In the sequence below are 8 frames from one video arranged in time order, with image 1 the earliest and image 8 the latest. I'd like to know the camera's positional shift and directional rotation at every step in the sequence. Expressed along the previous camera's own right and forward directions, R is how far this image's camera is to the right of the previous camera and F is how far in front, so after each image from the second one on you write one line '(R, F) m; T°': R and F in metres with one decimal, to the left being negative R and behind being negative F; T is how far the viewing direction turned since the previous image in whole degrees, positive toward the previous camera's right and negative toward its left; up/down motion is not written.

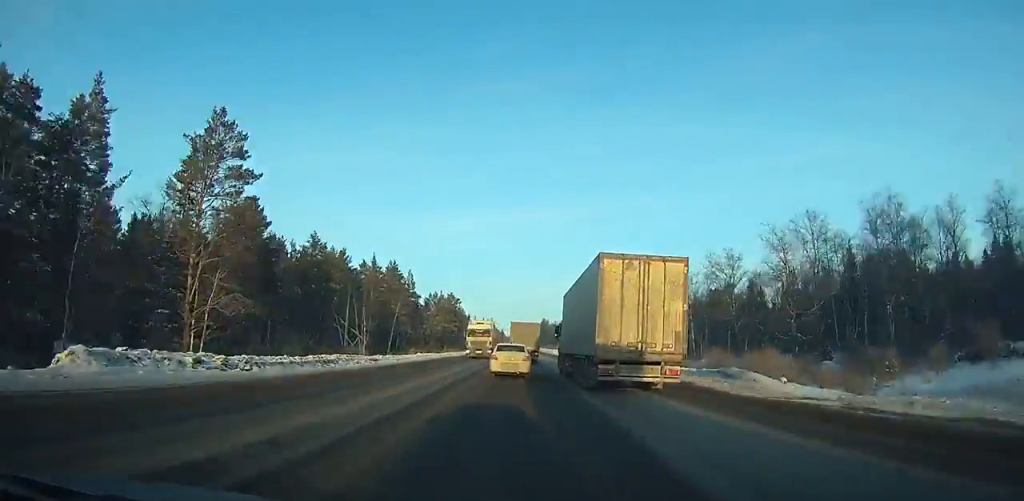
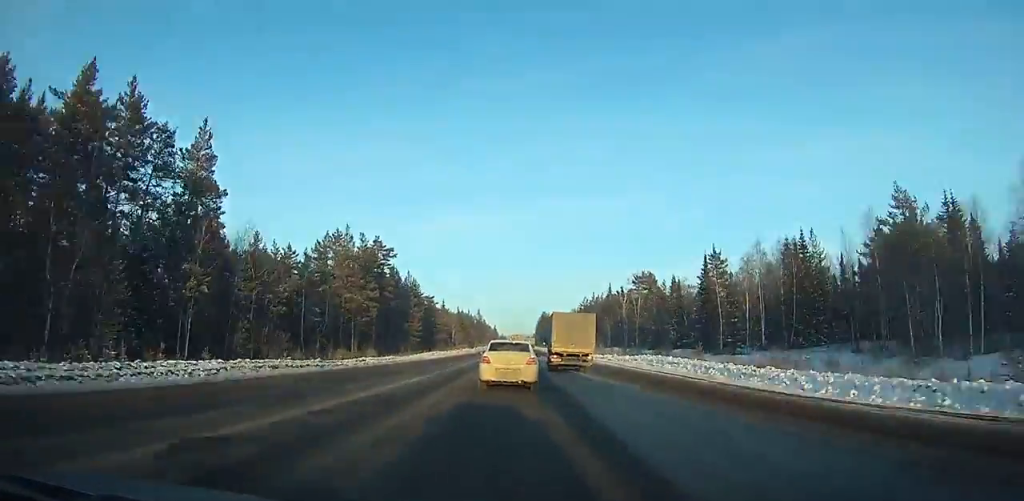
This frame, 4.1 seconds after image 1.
(+0.6, +104.5) m; 0°
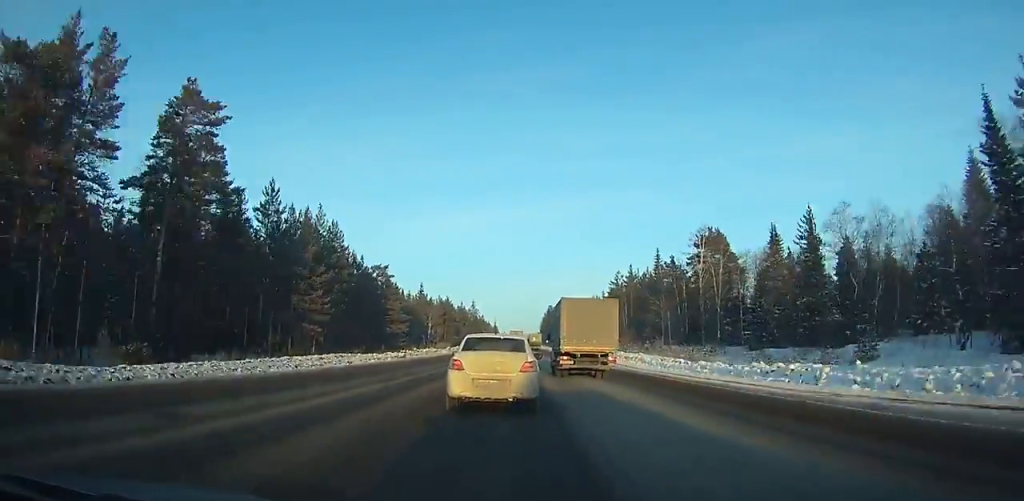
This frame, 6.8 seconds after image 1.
(-0.1, +60.9) m; 0°
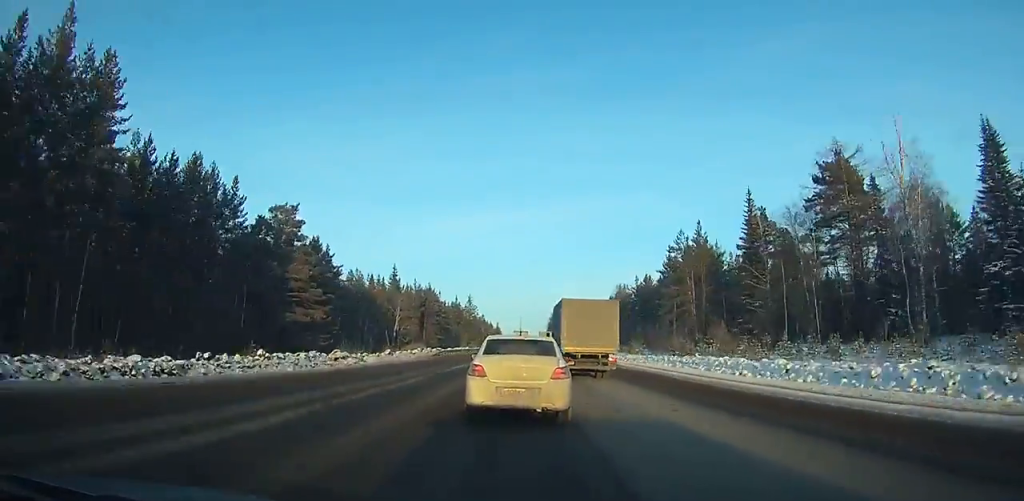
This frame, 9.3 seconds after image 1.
(+0.1, +49.4) m; 0°
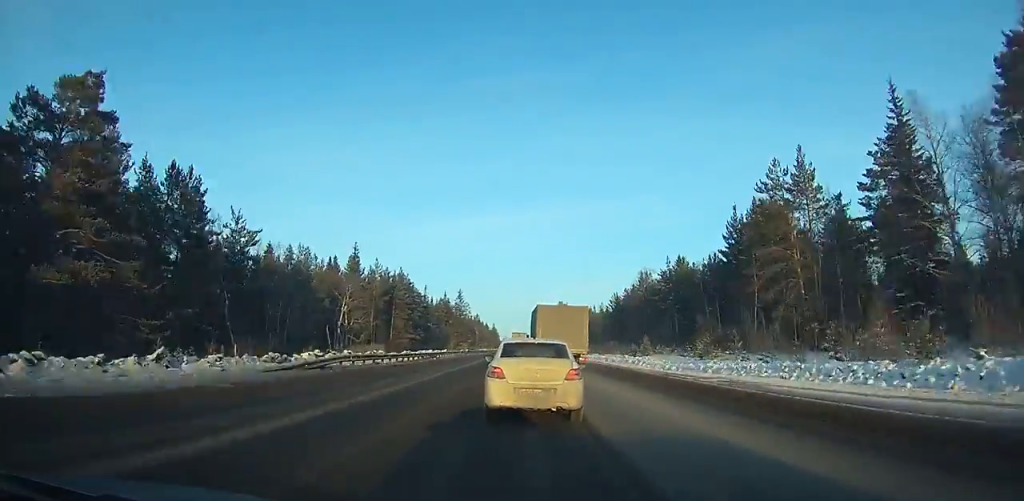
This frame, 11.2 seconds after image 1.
(-0.1, +34.9) m; 0°
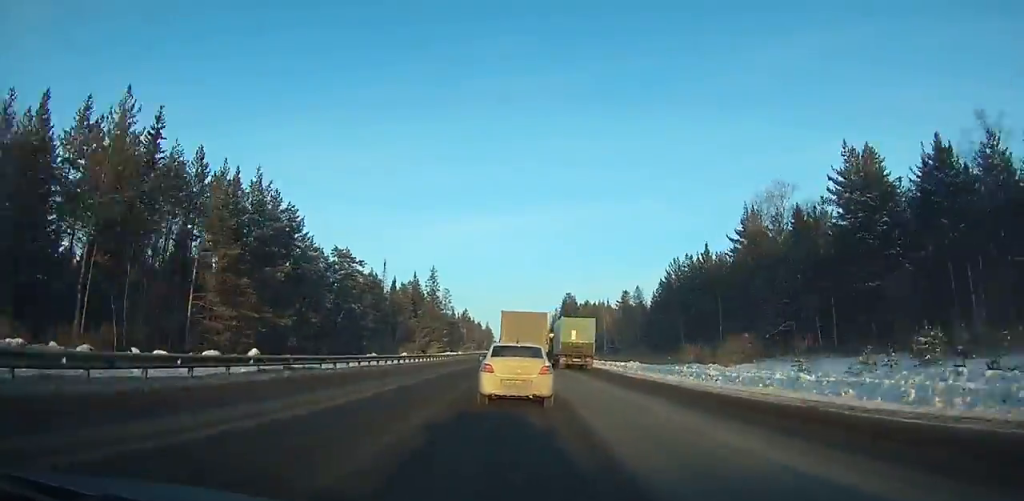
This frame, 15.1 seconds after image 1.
(-0.1, +67.8) m; 0°
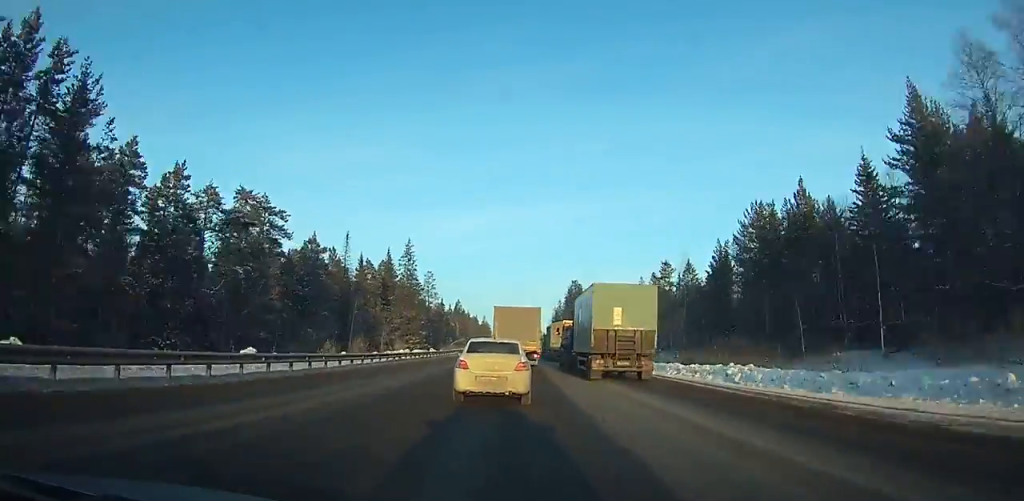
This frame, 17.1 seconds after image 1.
(0.0, +34.5) m; 0°
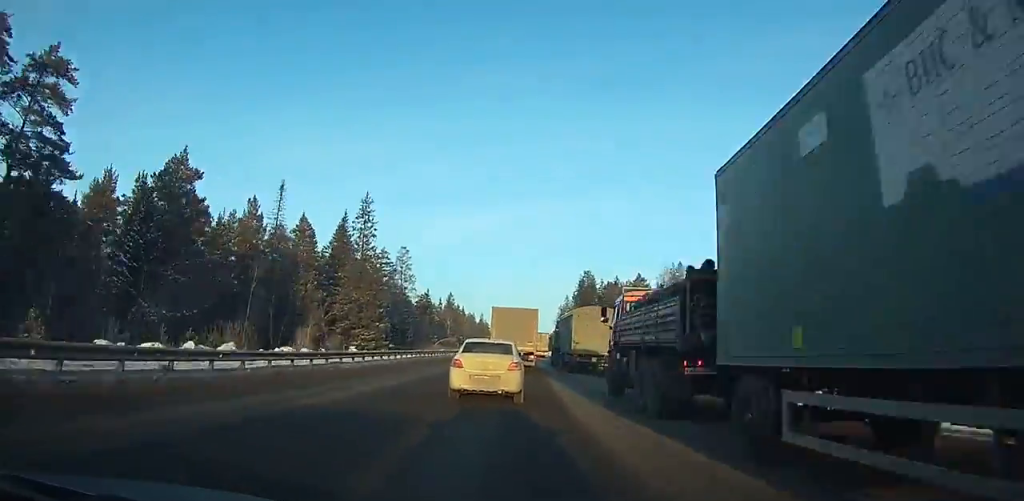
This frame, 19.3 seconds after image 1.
(0.0, +38.4) m; 0°
